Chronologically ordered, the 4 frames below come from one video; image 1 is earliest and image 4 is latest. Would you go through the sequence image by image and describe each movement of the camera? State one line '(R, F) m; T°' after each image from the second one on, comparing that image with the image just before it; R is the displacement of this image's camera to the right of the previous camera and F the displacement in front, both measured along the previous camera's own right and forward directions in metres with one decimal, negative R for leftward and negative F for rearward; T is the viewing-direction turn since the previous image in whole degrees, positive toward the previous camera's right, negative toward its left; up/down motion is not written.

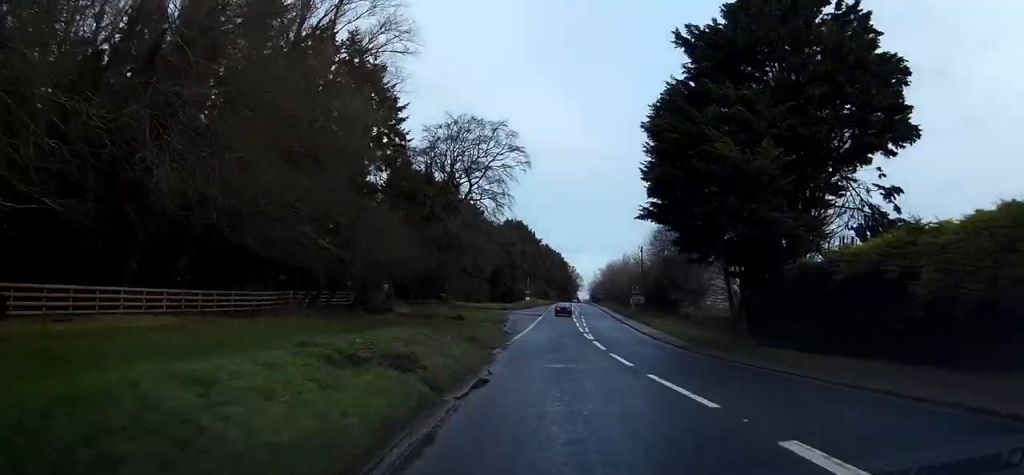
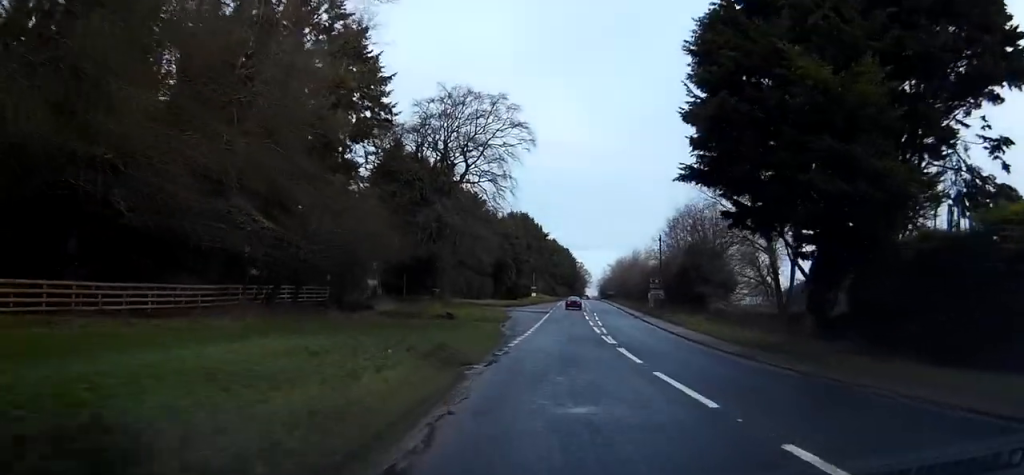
(-0.1, +9.2) m; -2°
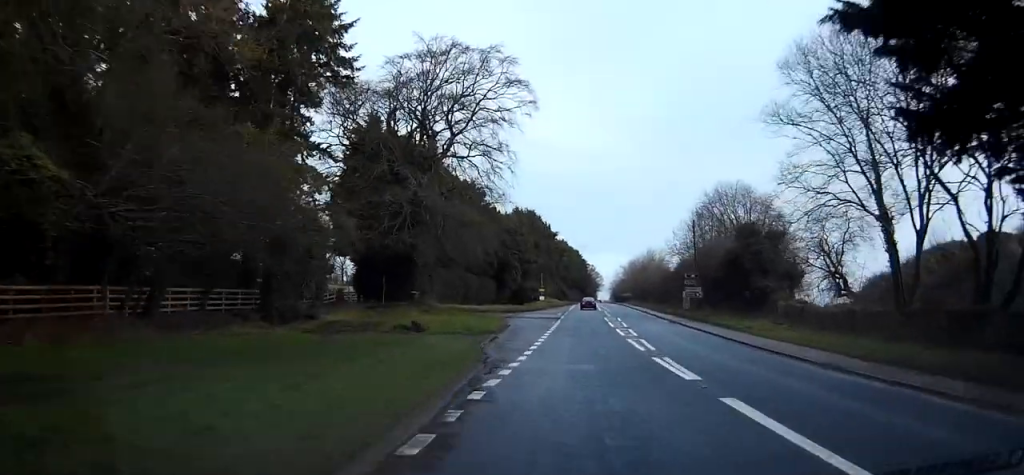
(-0.3, +14.5) m; -3°
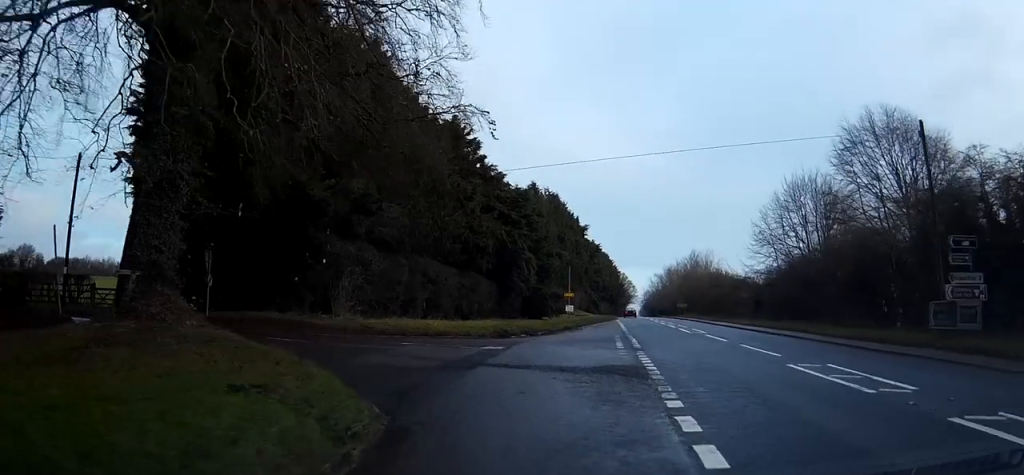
(-2.9, +39.5) m; -5°
